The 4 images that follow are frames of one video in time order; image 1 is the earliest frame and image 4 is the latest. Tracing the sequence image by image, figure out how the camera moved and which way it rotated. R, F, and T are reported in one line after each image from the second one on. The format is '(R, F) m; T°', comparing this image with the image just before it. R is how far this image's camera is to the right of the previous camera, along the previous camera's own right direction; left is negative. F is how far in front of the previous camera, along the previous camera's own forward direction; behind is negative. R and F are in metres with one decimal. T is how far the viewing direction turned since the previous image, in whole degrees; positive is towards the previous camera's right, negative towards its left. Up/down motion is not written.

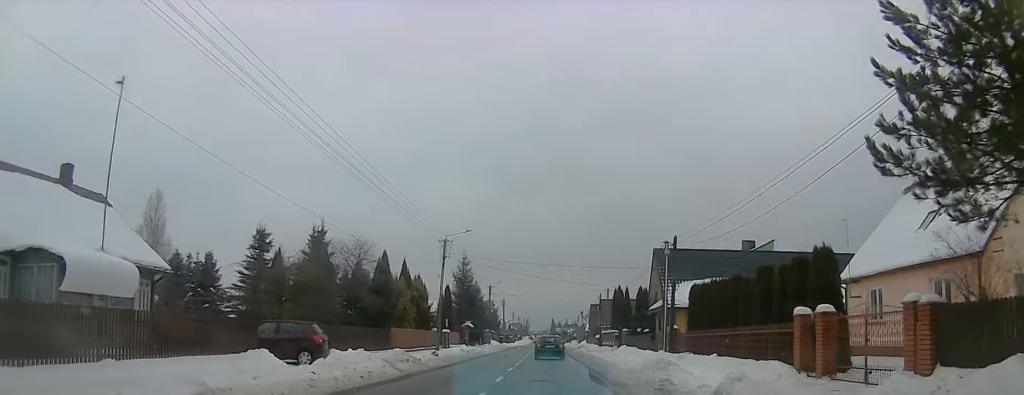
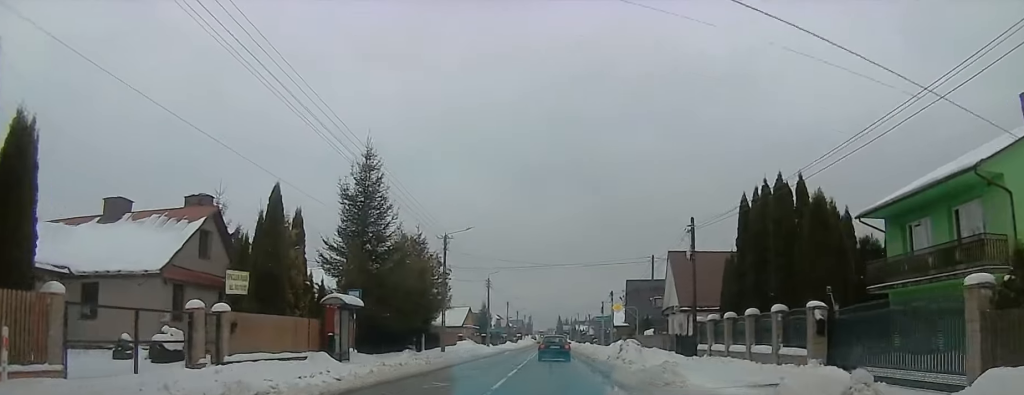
(-0.8, +46.3) m; -1°
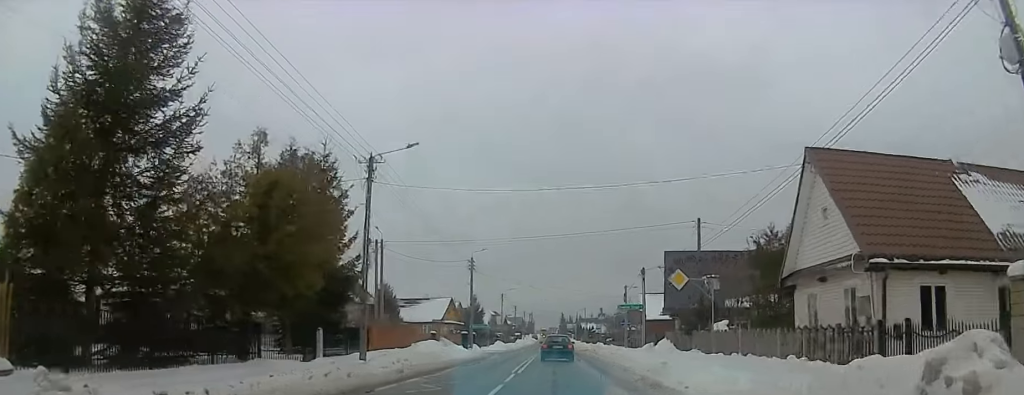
(+1.1, +21.2) m; +2°
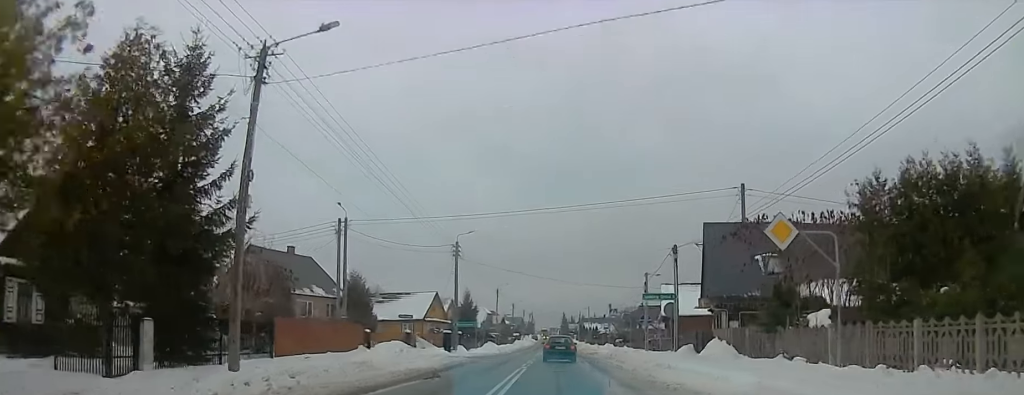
(-0.7, +11.8) m; -3°
